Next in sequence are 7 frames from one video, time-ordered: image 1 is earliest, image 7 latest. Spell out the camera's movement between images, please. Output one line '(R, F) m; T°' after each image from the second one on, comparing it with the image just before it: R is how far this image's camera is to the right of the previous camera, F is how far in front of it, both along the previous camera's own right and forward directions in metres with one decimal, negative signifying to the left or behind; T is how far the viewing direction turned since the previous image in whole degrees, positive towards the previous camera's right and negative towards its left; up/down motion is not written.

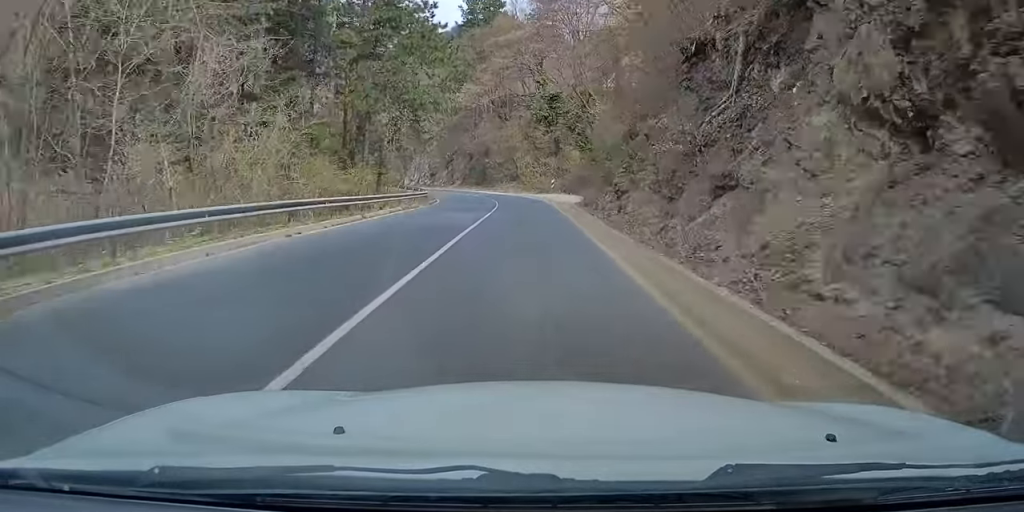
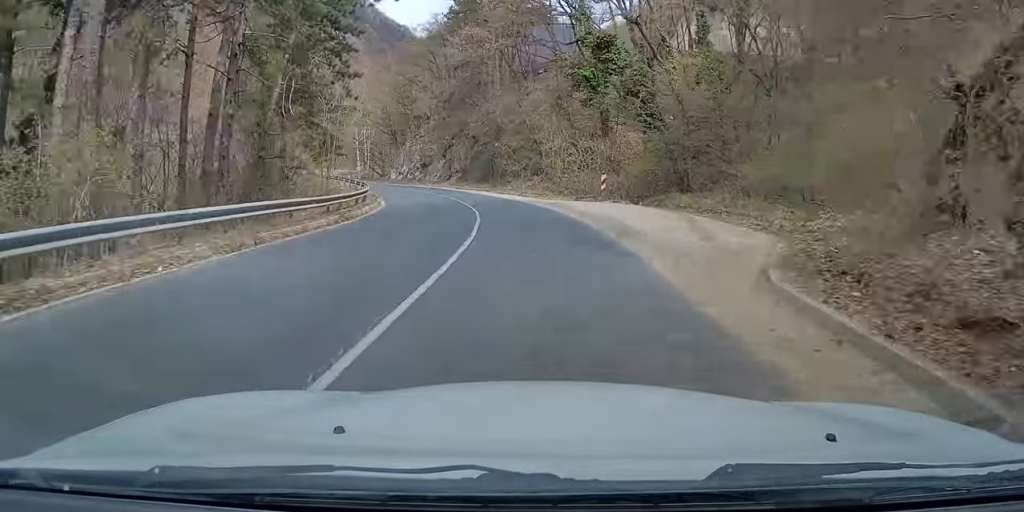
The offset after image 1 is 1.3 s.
(+1.9, +26.7) m; -1°
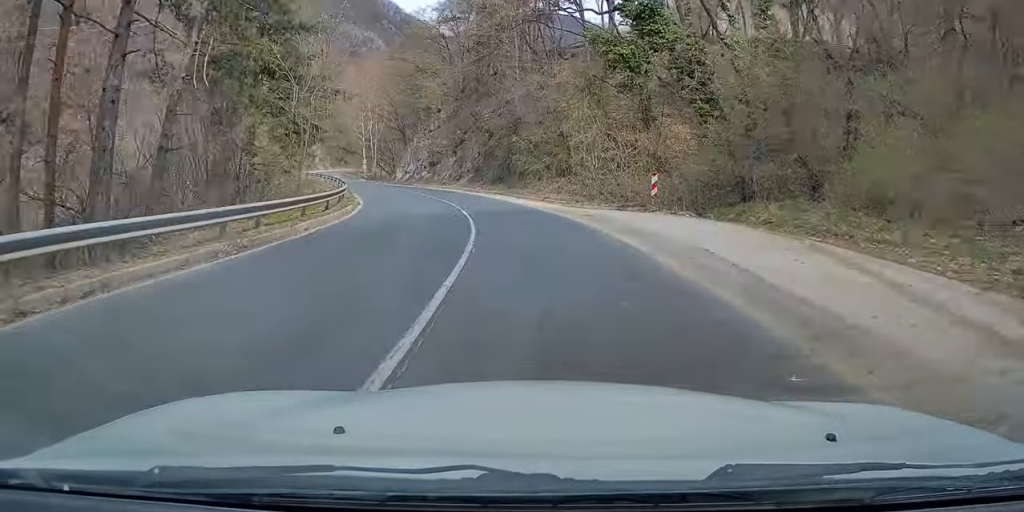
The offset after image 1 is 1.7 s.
(+0.1, +8.9) m; -3°
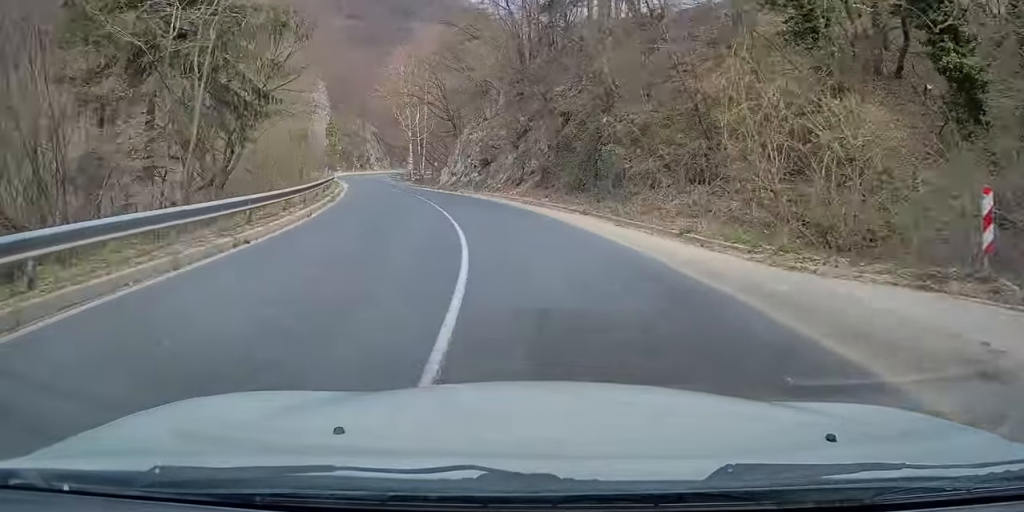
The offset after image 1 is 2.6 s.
(-1.2, +17.0) m; -6°
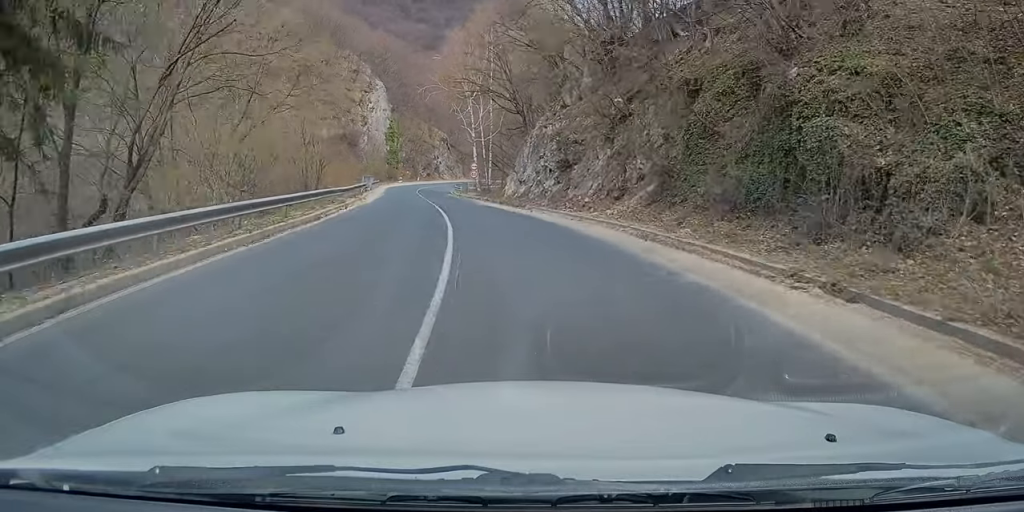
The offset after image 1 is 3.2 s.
(-0.6, +13.4) m; -3°
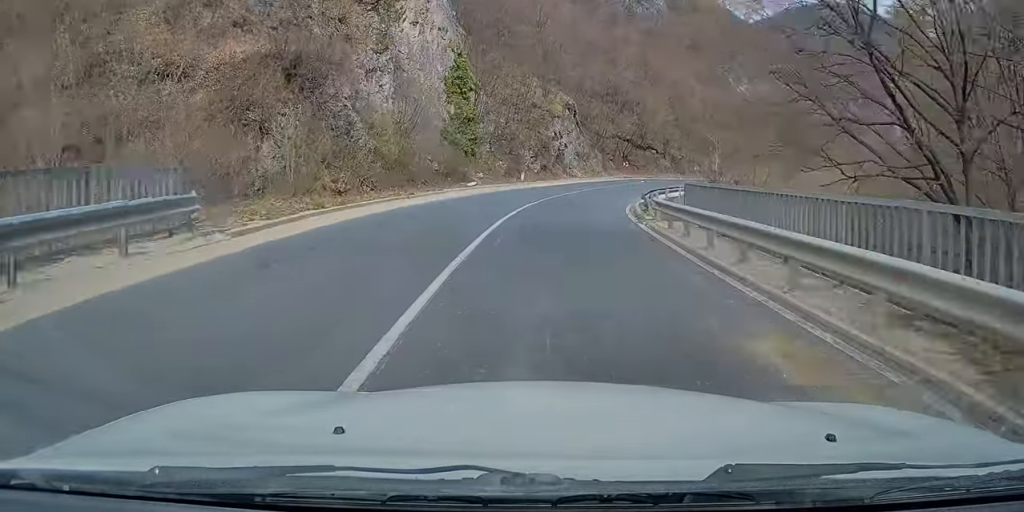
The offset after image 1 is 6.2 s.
(-2.3, +54.2) m; 0°
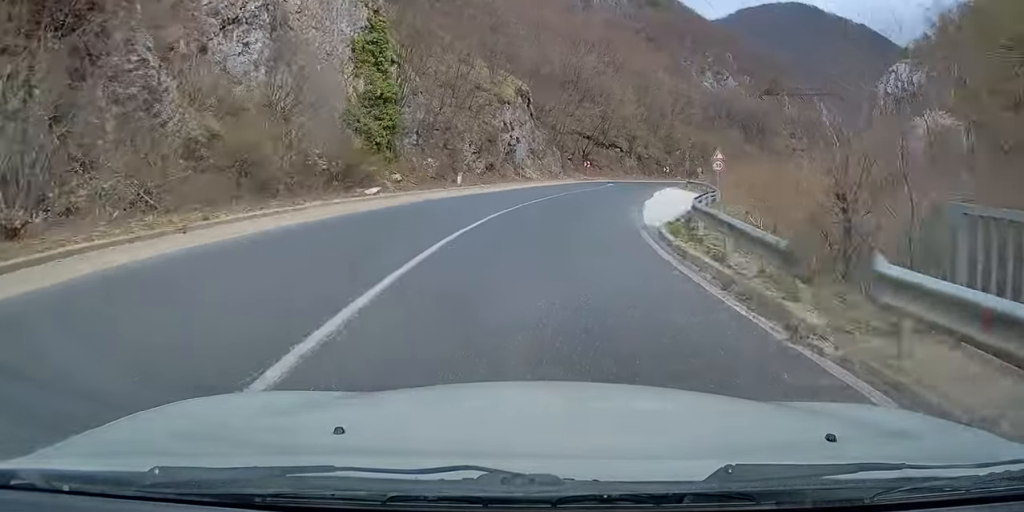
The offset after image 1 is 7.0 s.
(+0.2, +11.3) m; +3°
